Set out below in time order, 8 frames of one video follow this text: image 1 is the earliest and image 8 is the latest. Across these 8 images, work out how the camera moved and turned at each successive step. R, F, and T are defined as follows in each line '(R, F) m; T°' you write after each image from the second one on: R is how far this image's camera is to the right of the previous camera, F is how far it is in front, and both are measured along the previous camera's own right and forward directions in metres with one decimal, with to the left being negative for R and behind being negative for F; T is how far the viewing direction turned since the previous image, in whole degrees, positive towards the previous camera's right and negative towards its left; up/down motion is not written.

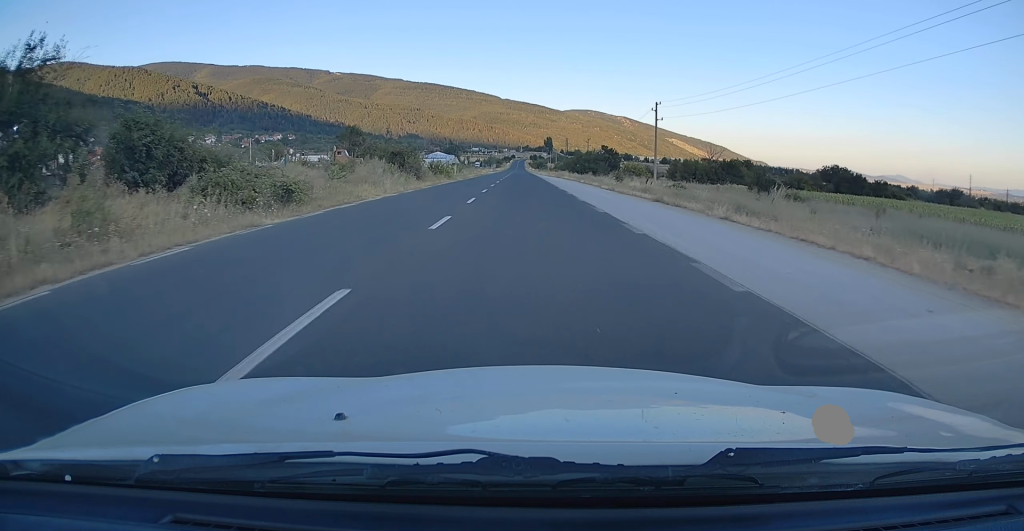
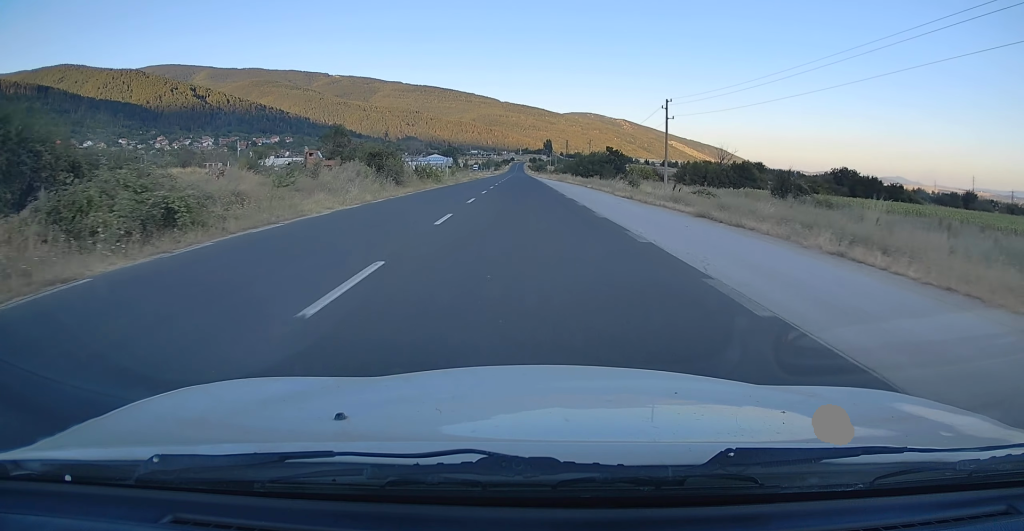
(0.0, +6.7) m; -1°
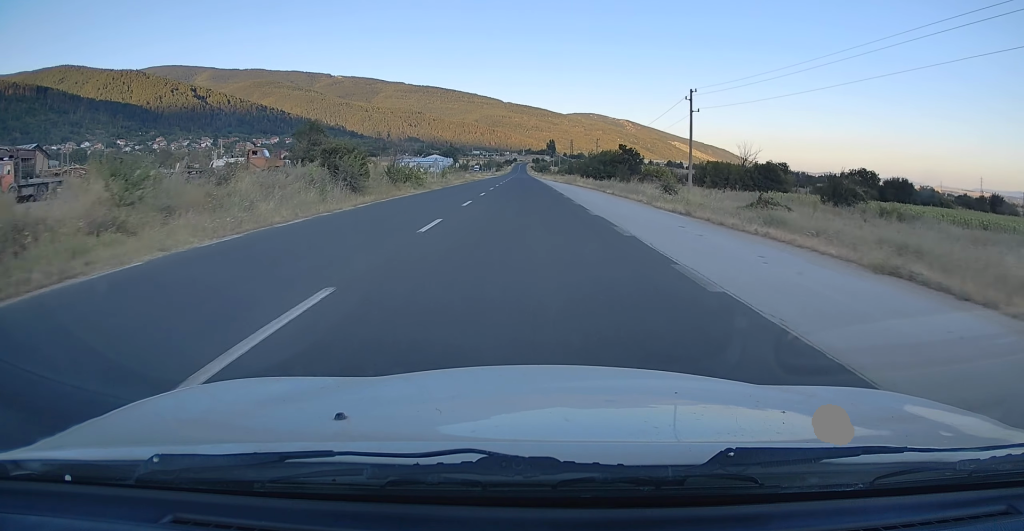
(-0.2, +10.3) m; -1°
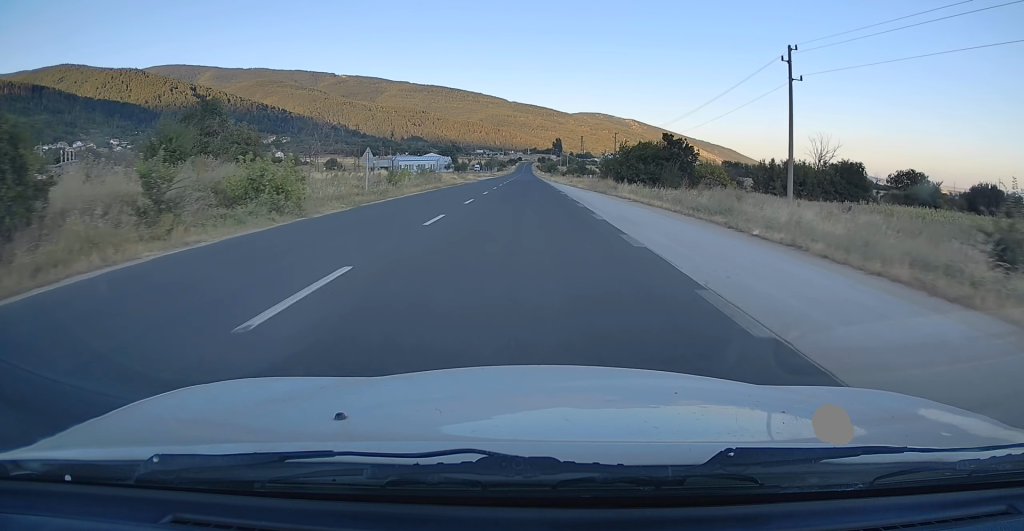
(-0.2, +24.1) m; 0°
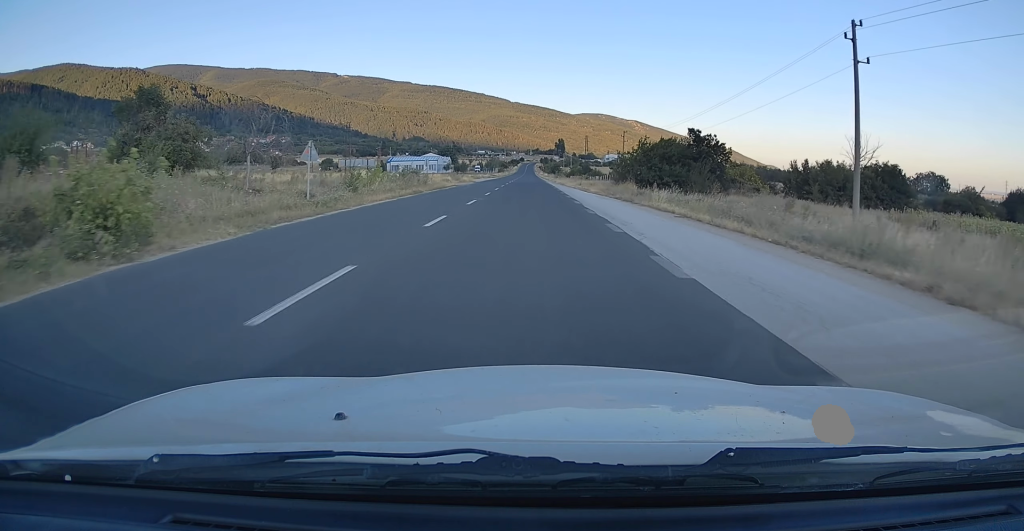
(-0.1, +8.3) m; +1°
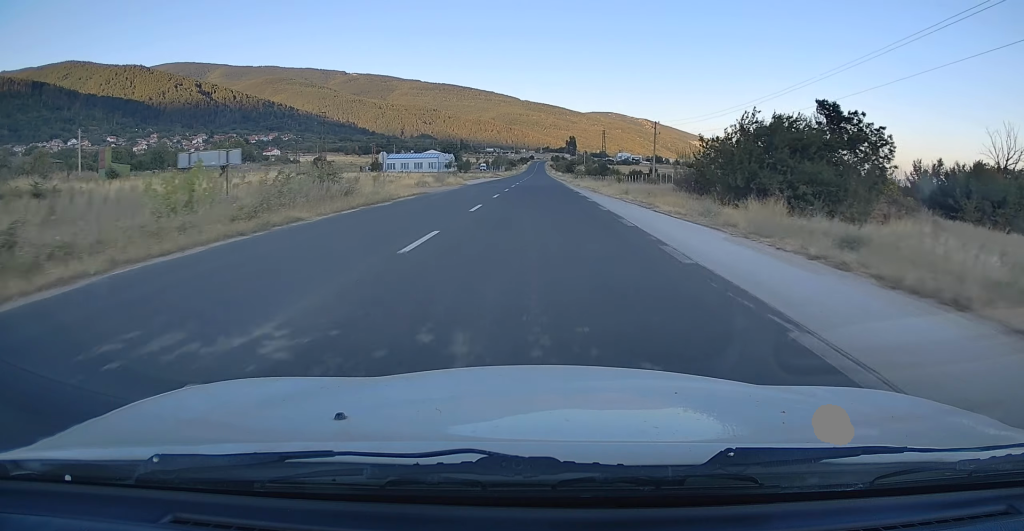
(+0.4, +21.2) m; 0°
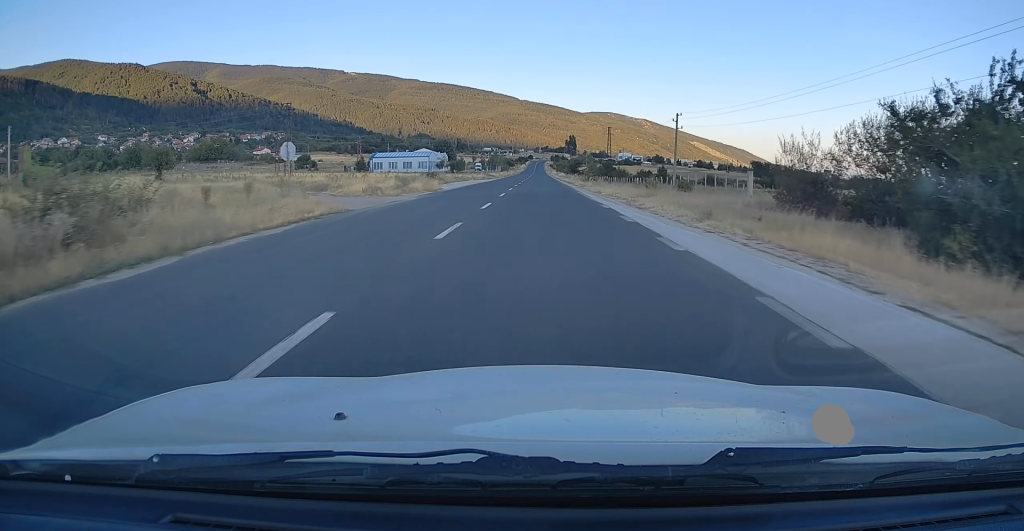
(-0.1, +15.9) m; -1°
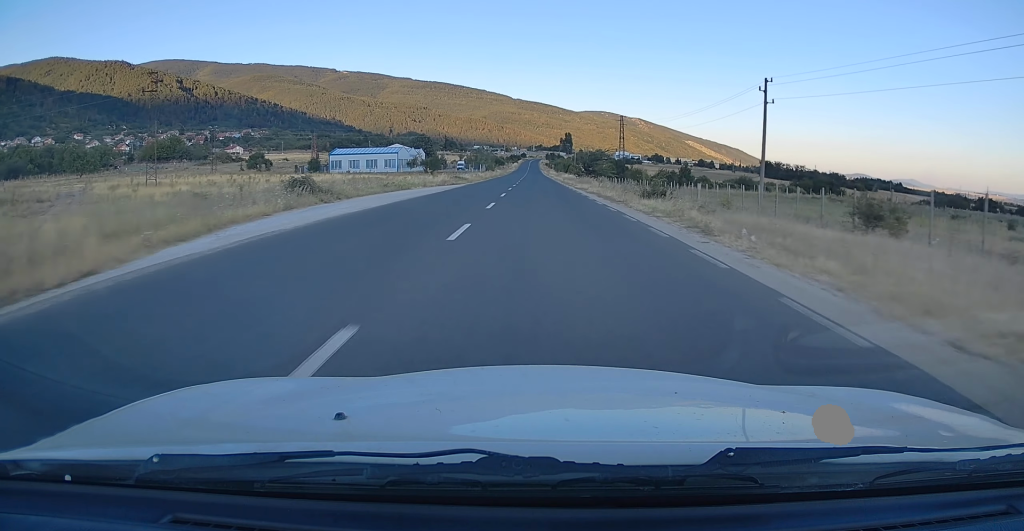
(-0.1, +33.7) m; +1°
